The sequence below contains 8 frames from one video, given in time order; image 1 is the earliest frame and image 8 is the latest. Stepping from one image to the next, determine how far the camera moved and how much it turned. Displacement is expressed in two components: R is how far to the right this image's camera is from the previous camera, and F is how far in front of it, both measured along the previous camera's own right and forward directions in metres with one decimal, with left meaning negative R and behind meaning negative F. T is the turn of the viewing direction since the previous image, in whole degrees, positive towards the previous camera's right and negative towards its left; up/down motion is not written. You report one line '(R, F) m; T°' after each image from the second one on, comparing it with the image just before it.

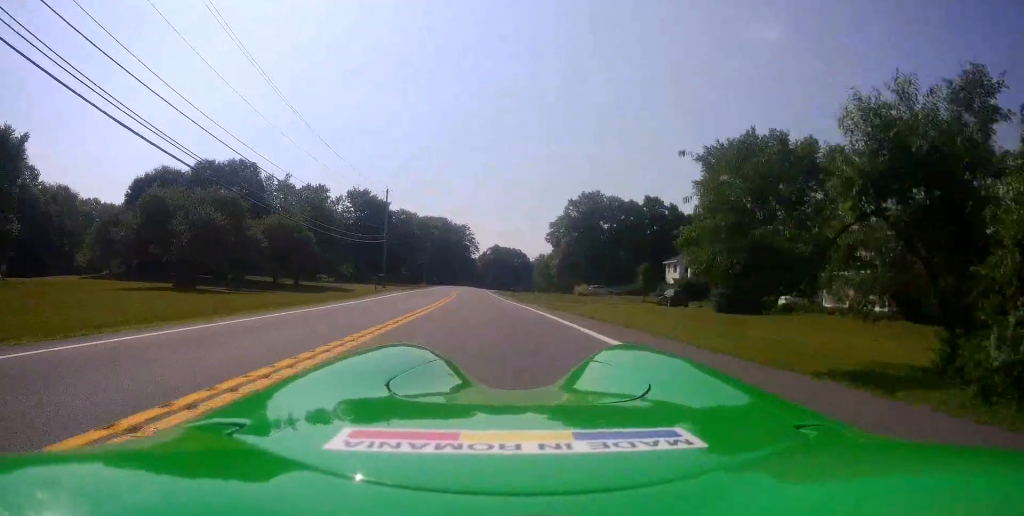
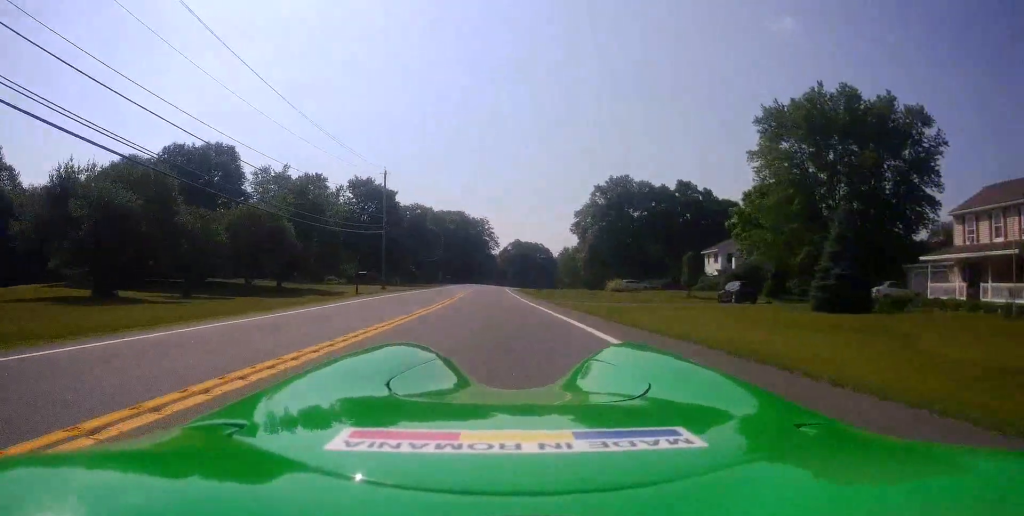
(-0.2, +11.2) m; -1°
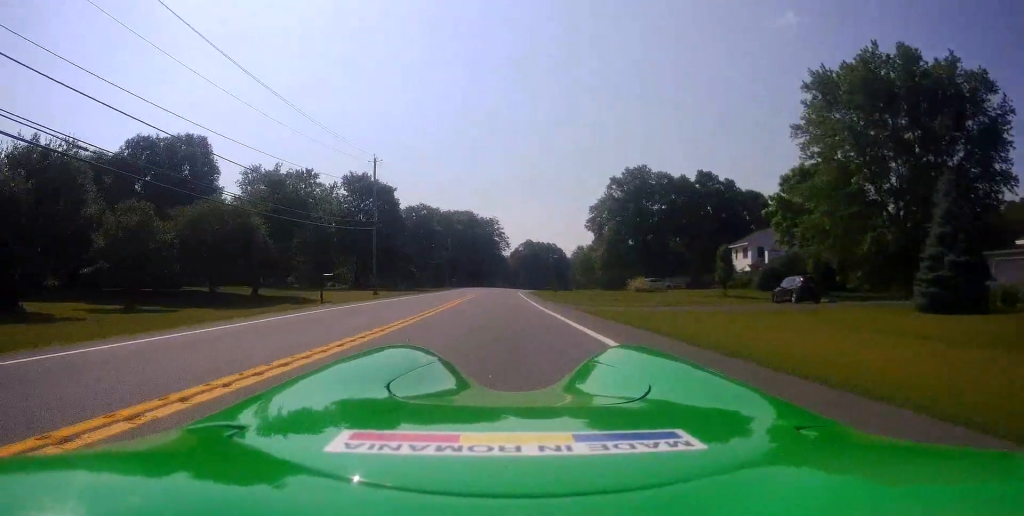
(0.0, +8.1) m; 0°
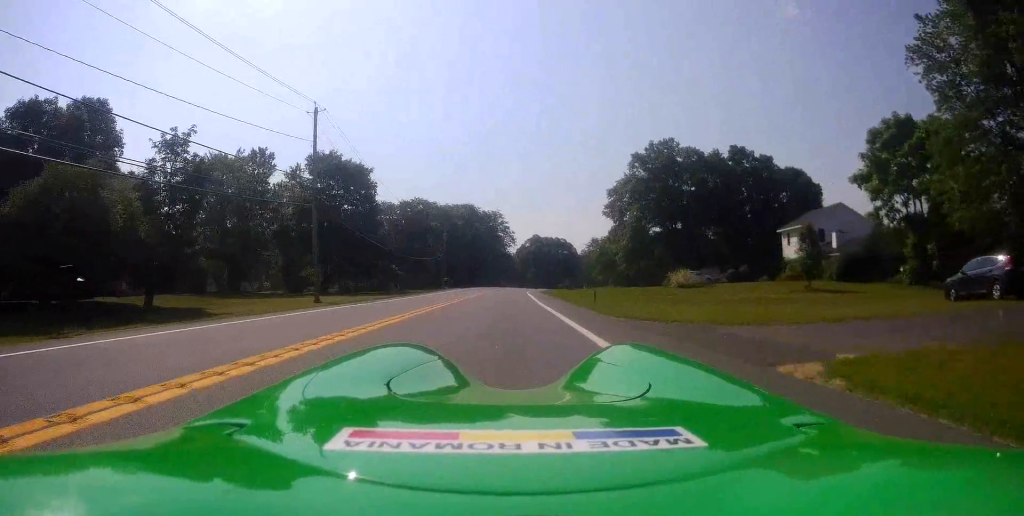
(-0.1, +16.1) m; -1°
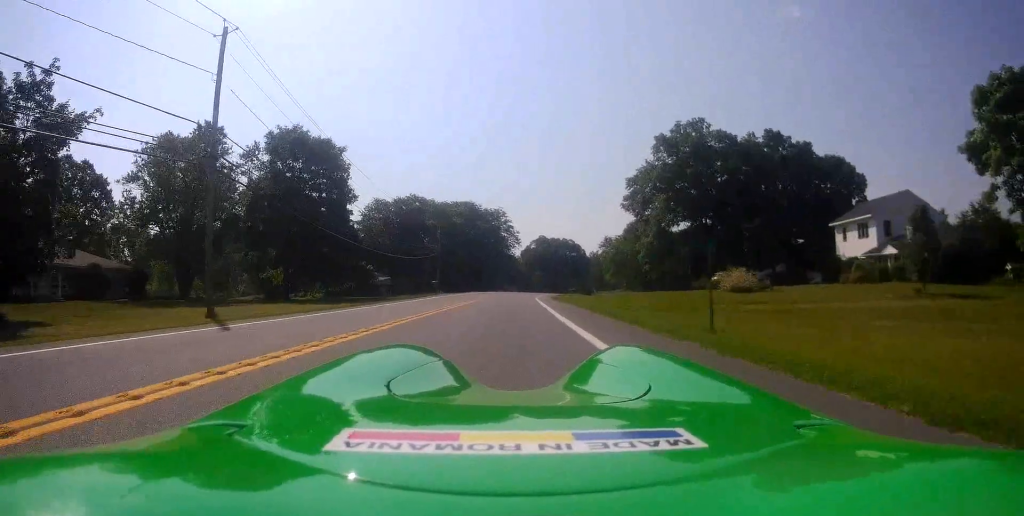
(-0.2, +13.0) m; -1°
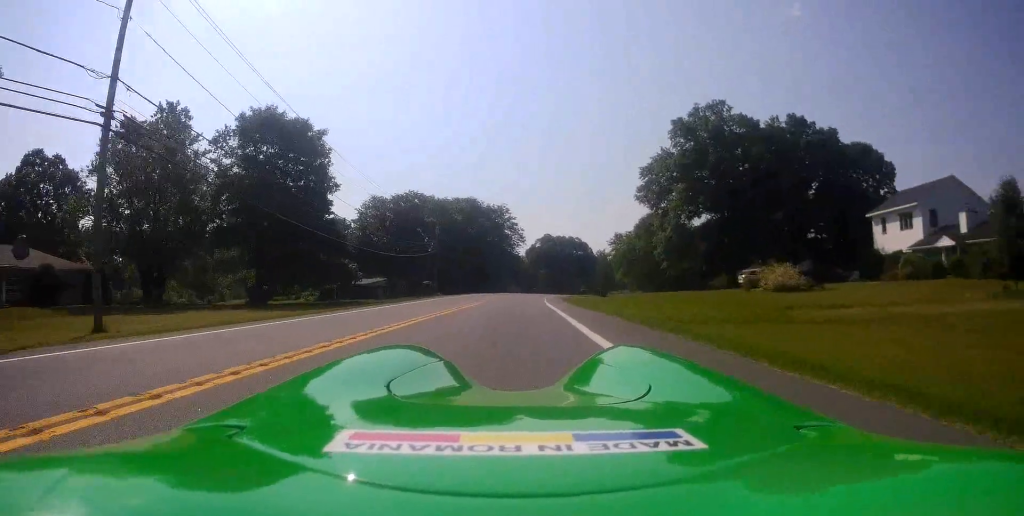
(0.0, +6.8) m; 0°
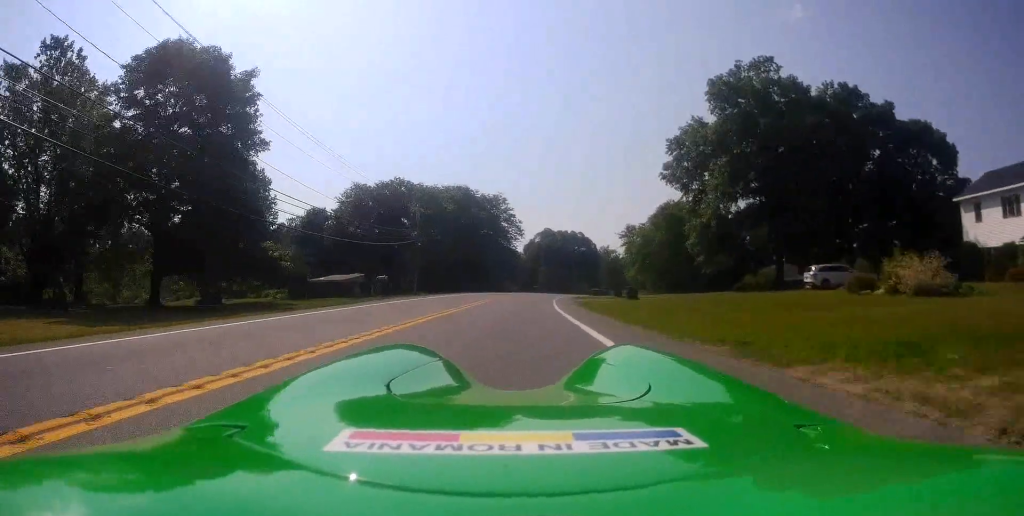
(0.0, +14.3) m; +1°
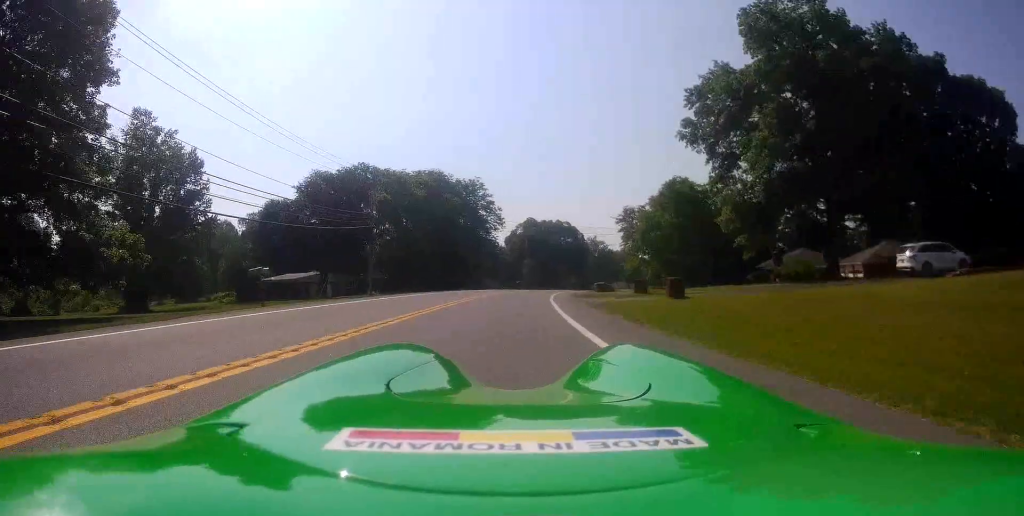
(+0.2, +14.5) m; +2°
